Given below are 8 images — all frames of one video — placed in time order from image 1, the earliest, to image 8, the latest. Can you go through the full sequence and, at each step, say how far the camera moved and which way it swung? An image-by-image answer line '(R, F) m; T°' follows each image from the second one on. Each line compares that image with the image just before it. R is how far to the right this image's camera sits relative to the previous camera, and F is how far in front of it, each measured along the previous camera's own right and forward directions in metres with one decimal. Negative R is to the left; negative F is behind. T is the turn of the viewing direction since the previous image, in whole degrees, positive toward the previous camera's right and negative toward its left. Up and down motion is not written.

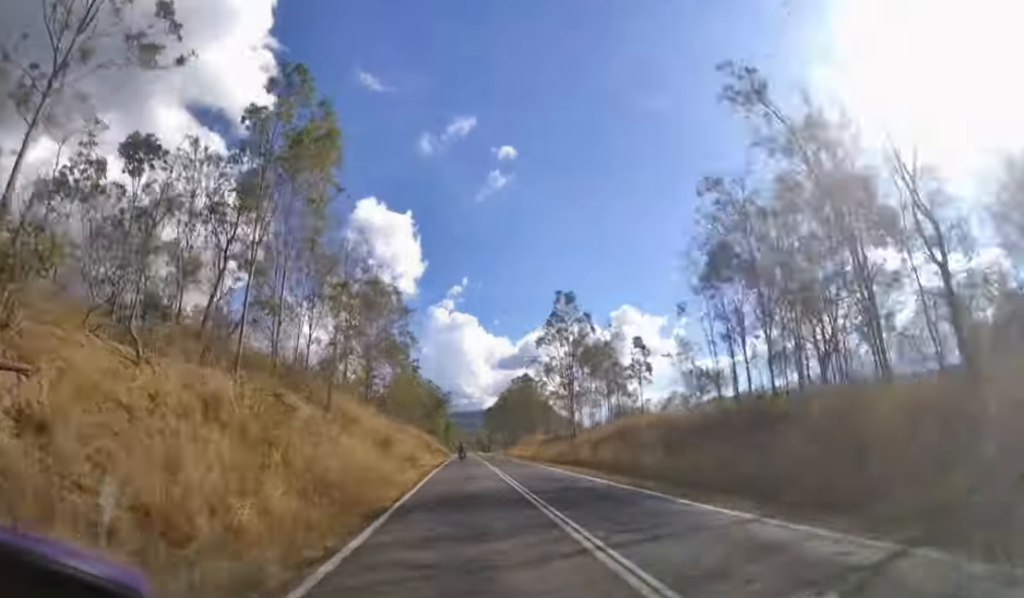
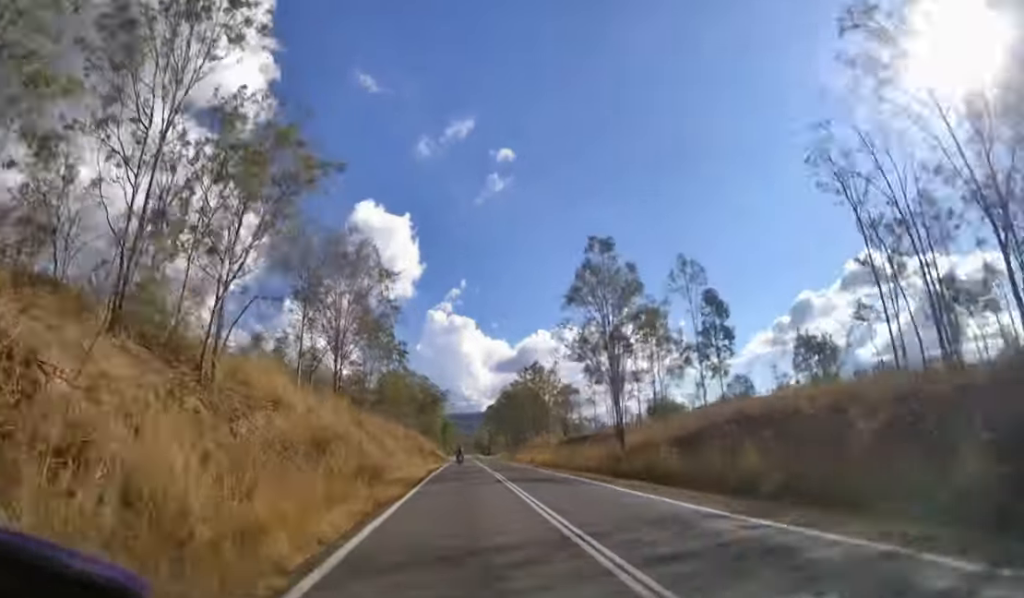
(0.0, +14.8) m; 0°
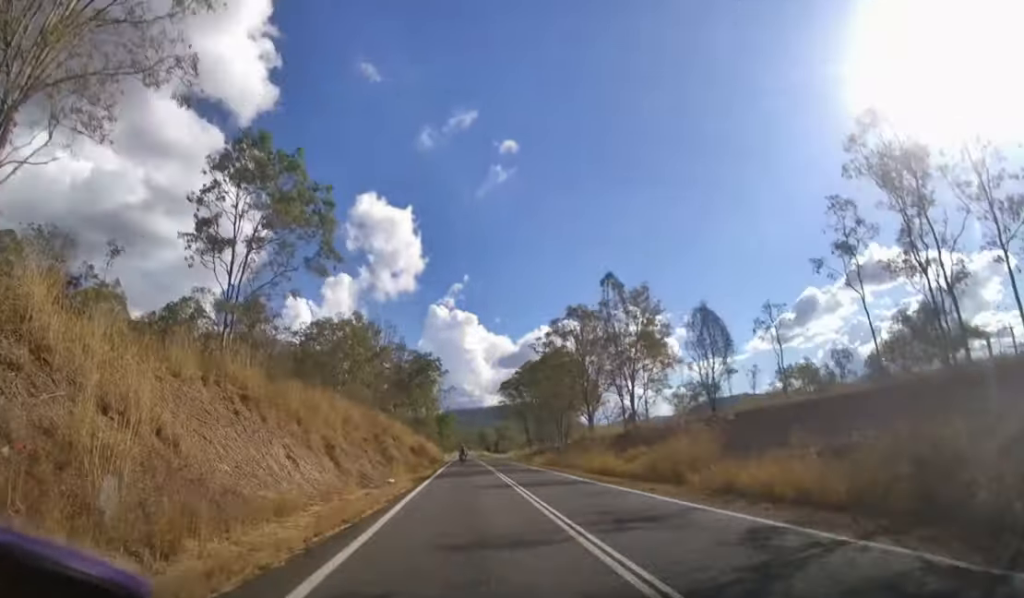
(-0.1, +38.7) m; 0°
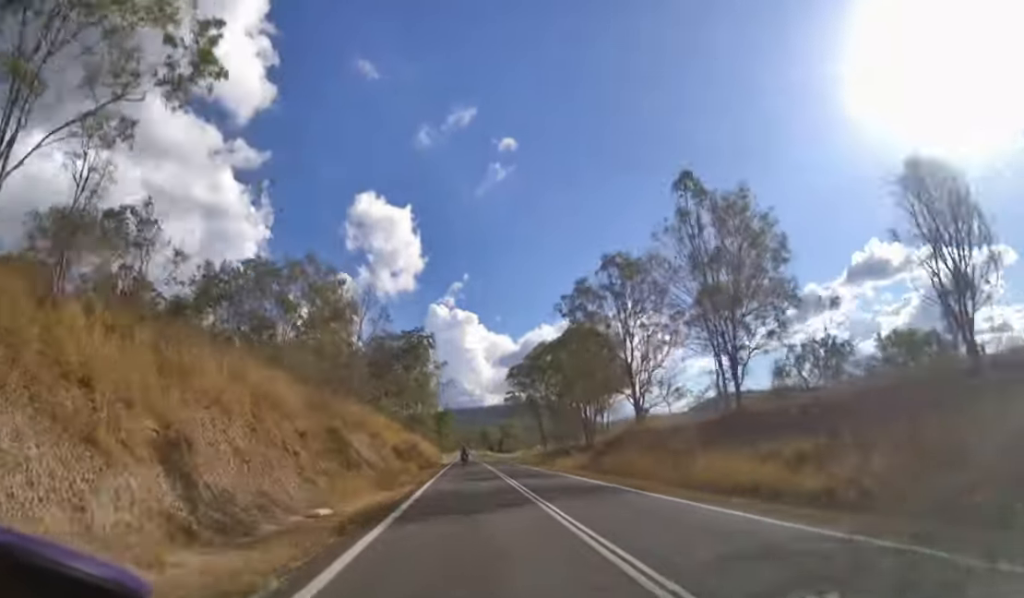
(0.0, +13.2) m; 0°
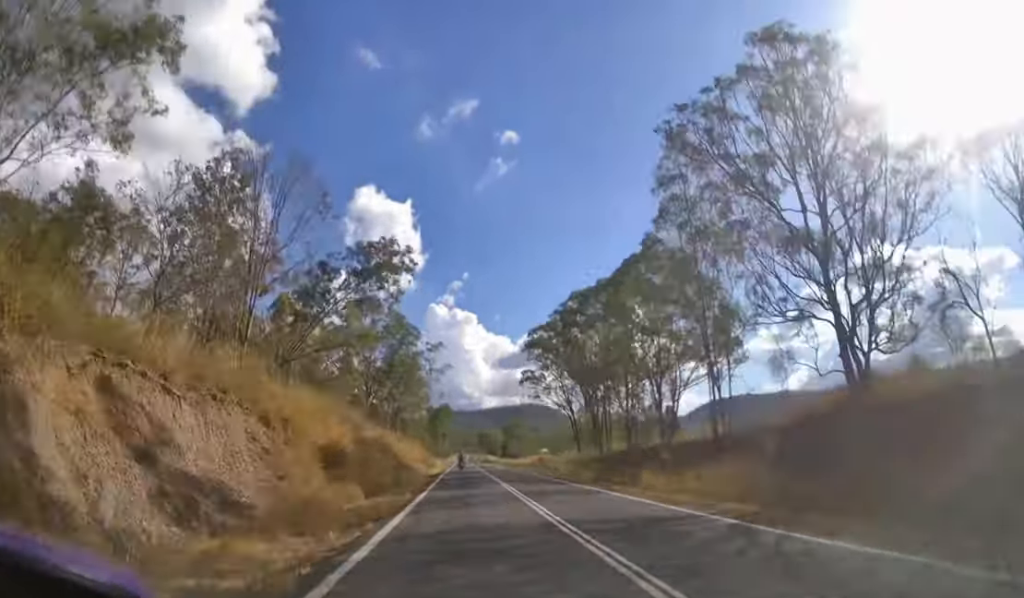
(0.0, +18.9) m; 0°
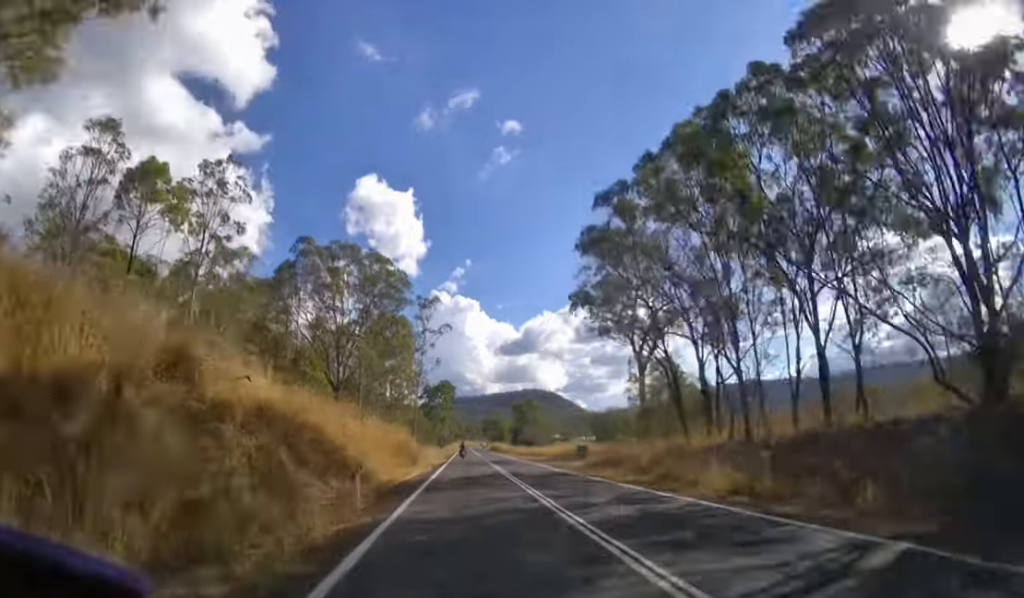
(0.0, +18.8) m; 0°
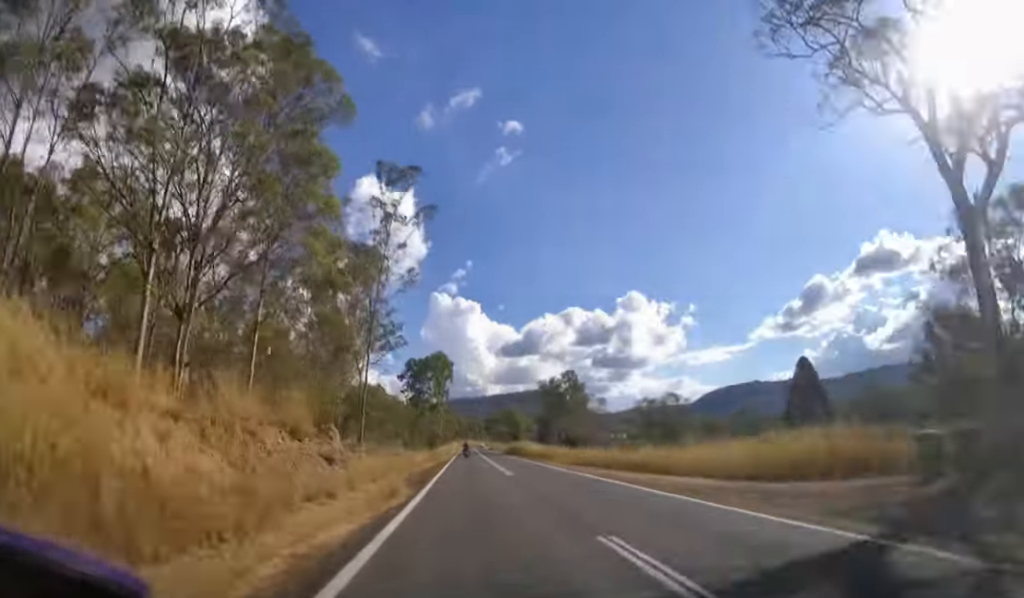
(0.0, +31.6) m; 0°
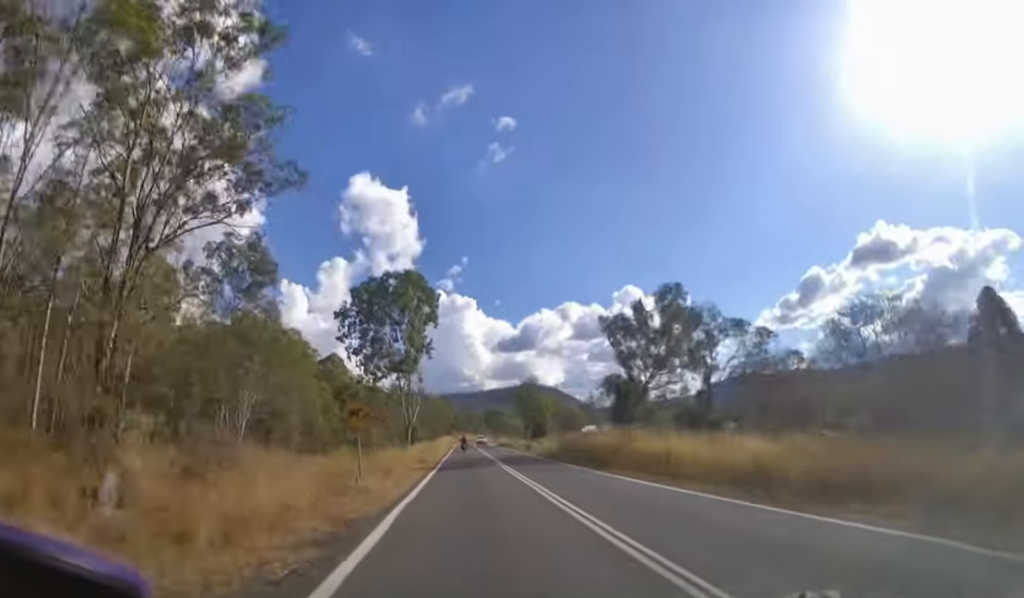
(-0.1, +35.5) m; 0°
